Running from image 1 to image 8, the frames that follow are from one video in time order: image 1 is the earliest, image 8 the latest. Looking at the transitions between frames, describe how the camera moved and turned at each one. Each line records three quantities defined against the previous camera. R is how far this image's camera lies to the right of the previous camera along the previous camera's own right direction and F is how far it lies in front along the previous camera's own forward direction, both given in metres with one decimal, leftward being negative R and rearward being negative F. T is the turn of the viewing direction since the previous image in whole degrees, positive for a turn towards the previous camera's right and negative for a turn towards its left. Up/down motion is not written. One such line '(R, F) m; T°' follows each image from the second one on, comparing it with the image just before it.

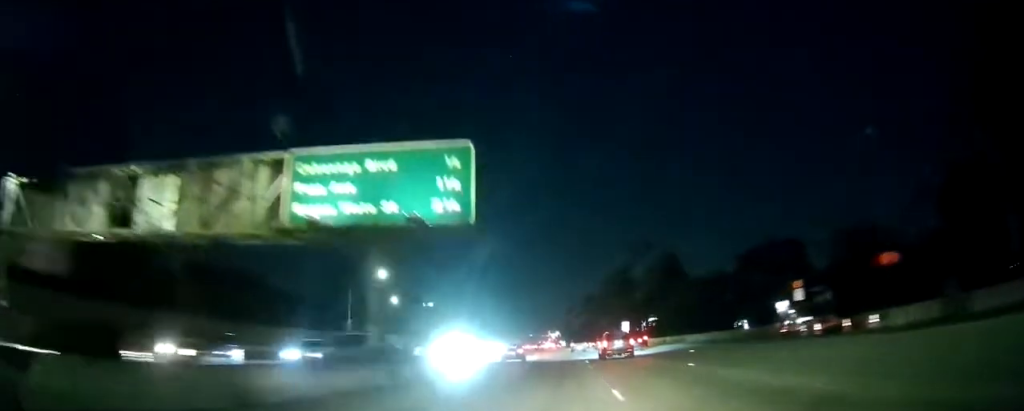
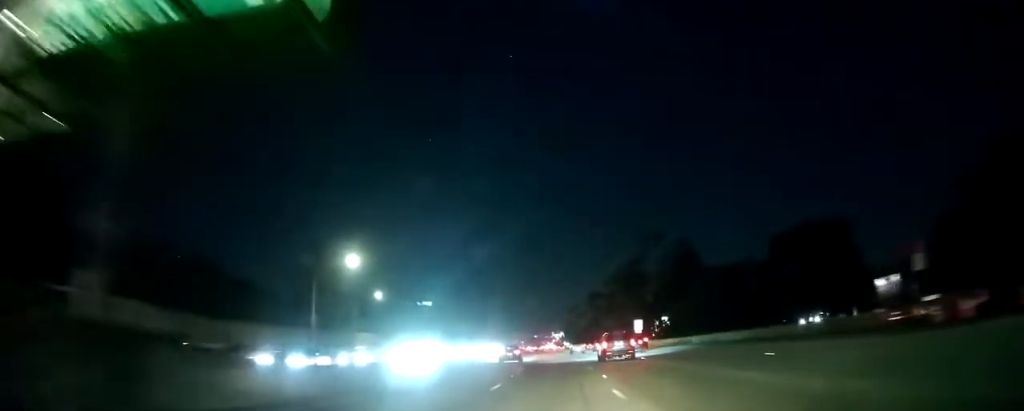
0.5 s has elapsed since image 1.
(-0.1, +14.7) m; -1°
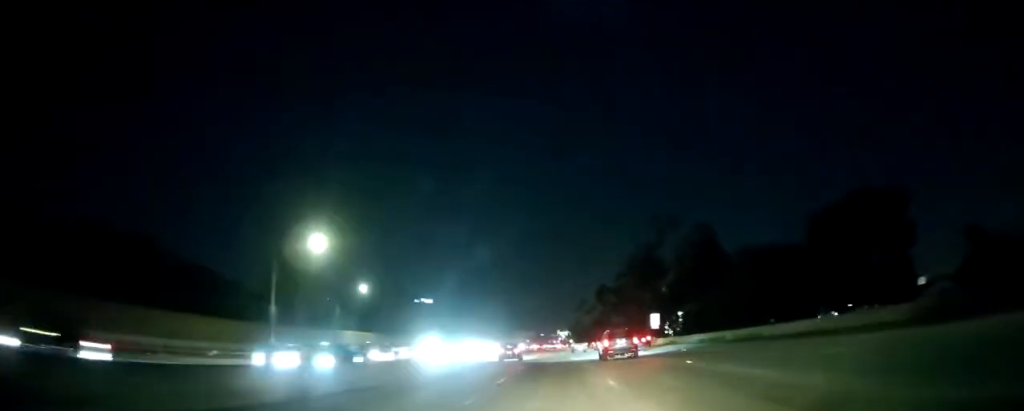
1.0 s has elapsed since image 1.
(-0.1, +13.7) m; 0°
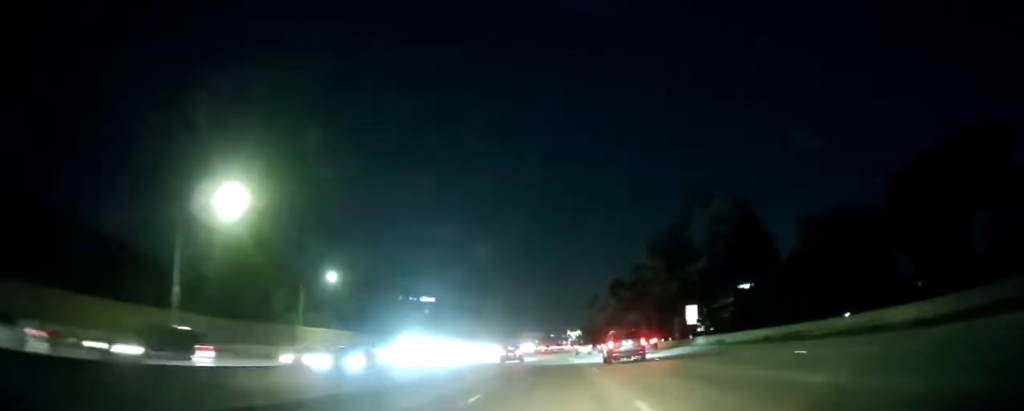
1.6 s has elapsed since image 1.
(-0.2, +19.7) m; 0°
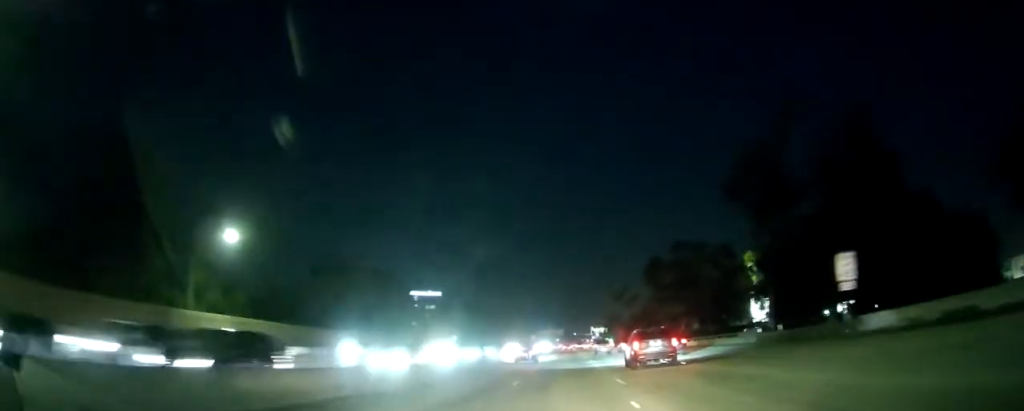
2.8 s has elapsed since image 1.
(+0.2, +36.0) m; -3°
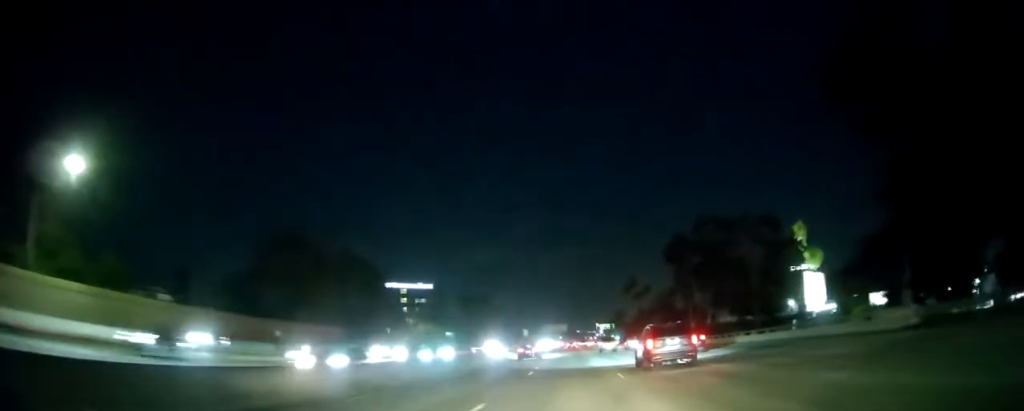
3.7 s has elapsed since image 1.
(-1.7, +25.3) m; -2°
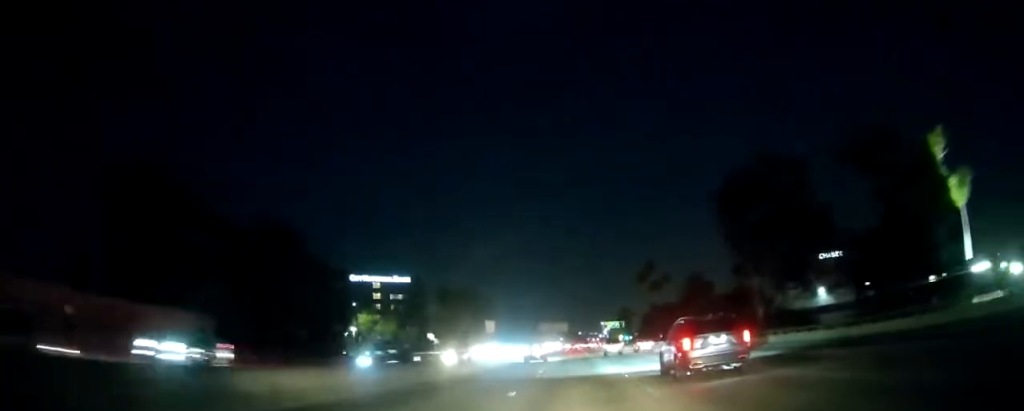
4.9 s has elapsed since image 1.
(+0.7, +38.8) m; +1°
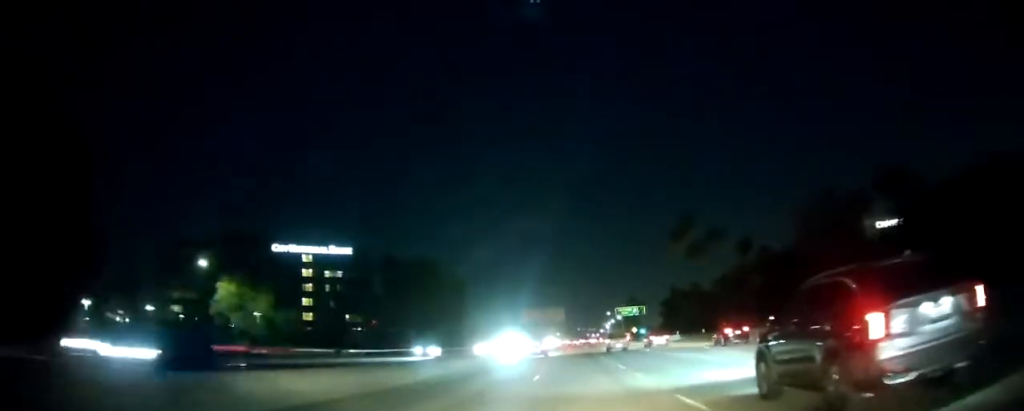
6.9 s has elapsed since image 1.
(0.0, +61.2) m; 0°
